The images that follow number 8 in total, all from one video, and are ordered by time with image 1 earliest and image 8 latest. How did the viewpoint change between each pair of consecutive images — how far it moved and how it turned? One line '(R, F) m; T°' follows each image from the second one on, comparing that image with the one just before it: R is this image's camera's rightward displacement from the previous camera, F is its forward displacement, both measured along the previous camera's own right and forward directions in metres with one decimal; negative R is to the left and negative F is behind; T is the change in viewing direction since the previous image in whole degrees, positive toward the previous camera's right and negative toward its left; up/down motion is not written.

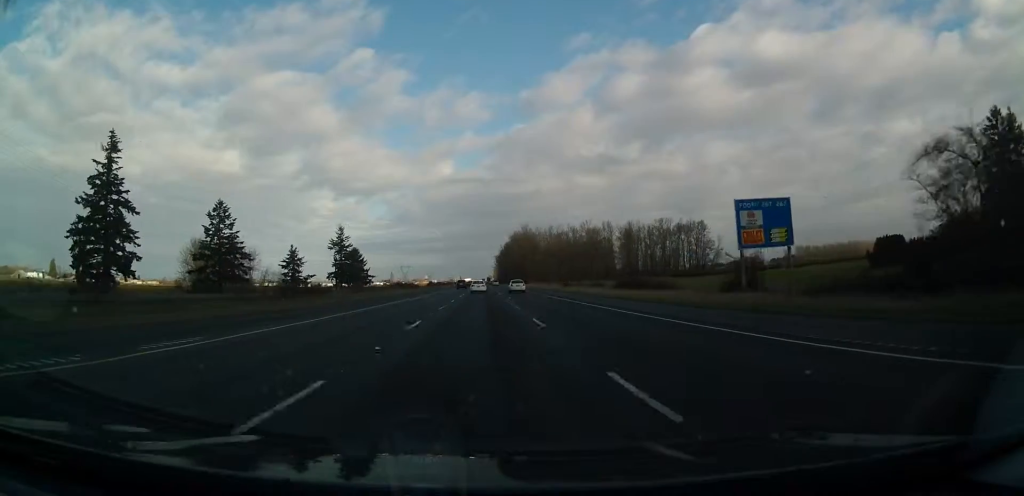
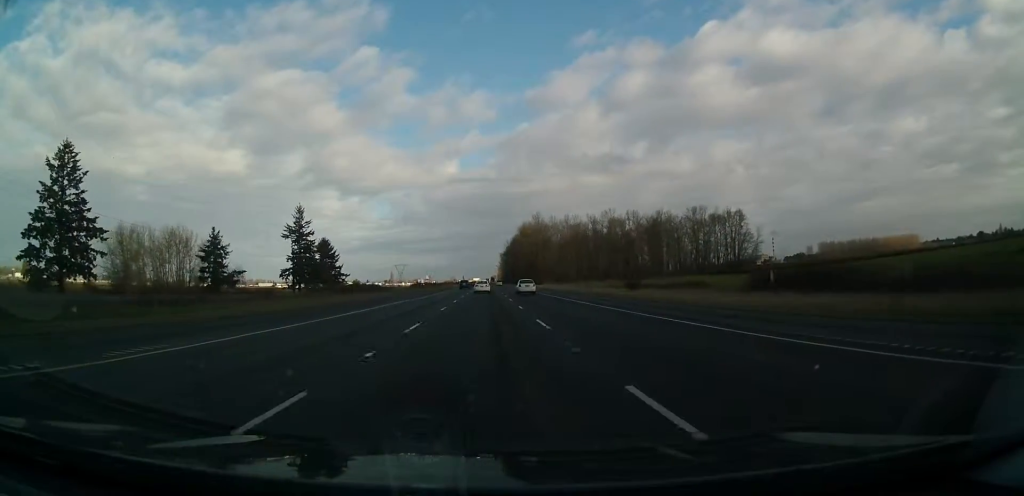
(0.0, +61.5) m; 0°
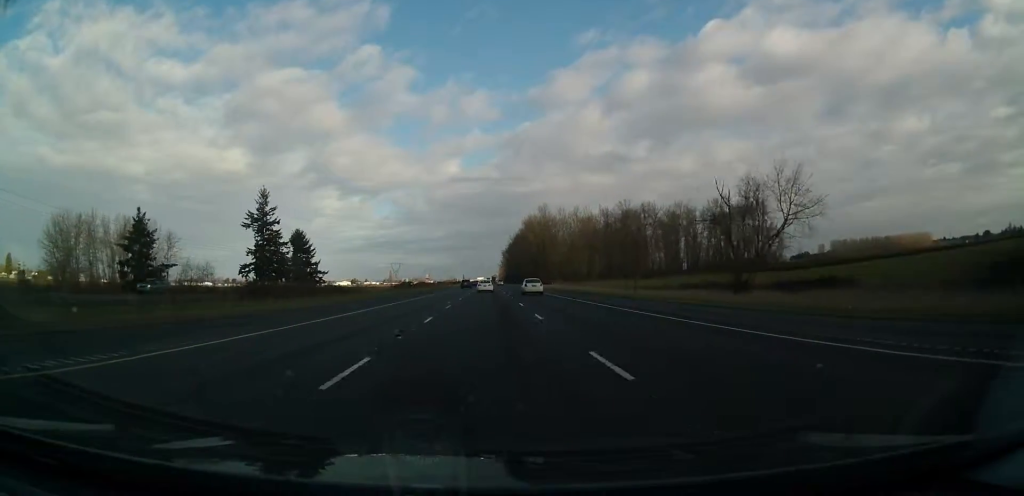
(-0.2, +33.2) m; 0°
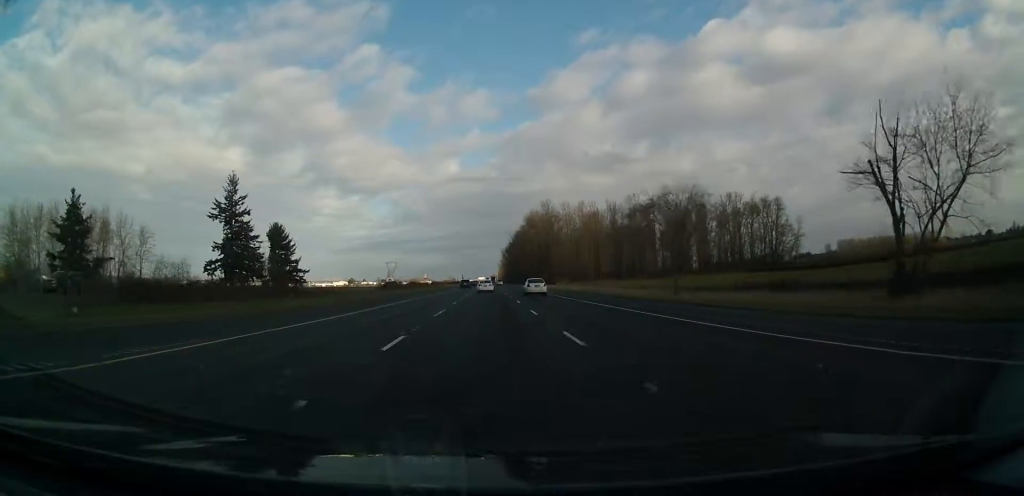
(+0.1, +20.1) m; +1°
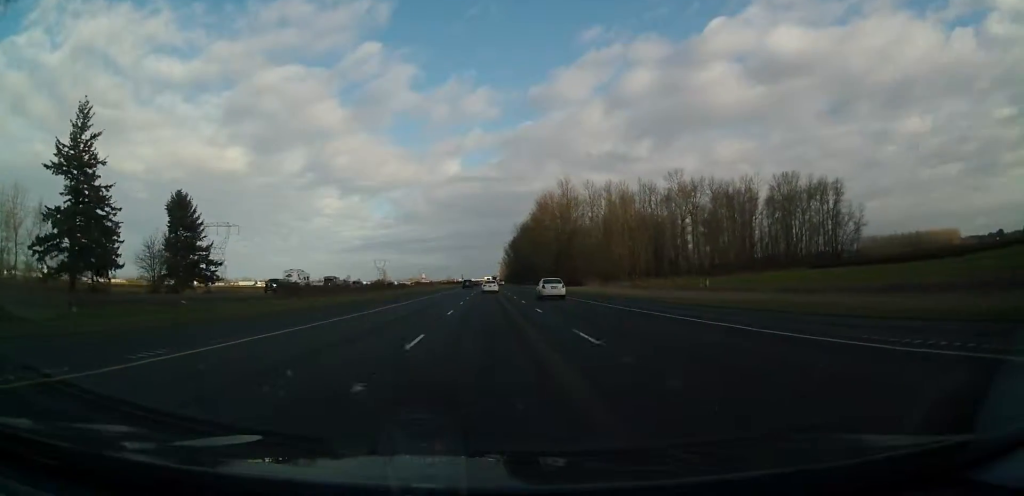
(-0.4, +60.4) m; -1°
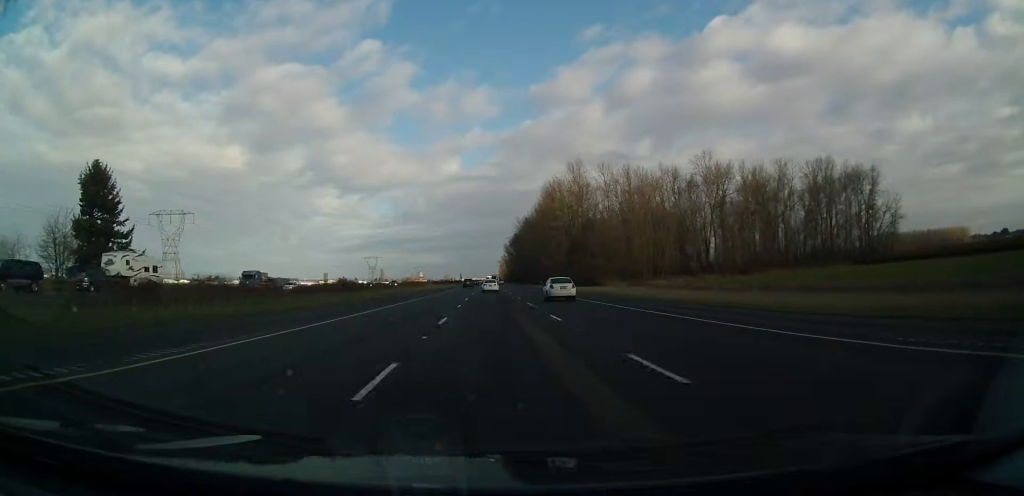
(-0.2, +29.6) m; 0°
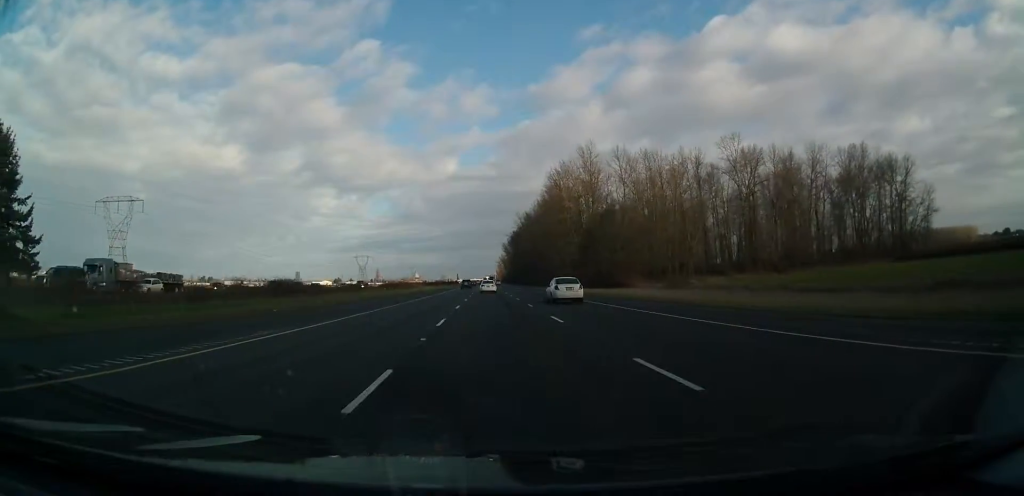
(+0.2, +24.8) m; +1°
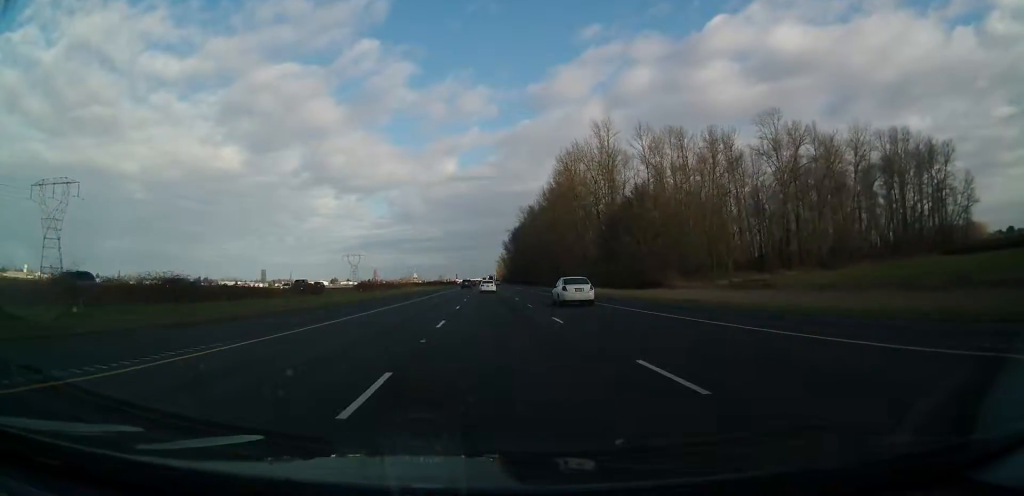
(0.0, +24.7) m; 0°
